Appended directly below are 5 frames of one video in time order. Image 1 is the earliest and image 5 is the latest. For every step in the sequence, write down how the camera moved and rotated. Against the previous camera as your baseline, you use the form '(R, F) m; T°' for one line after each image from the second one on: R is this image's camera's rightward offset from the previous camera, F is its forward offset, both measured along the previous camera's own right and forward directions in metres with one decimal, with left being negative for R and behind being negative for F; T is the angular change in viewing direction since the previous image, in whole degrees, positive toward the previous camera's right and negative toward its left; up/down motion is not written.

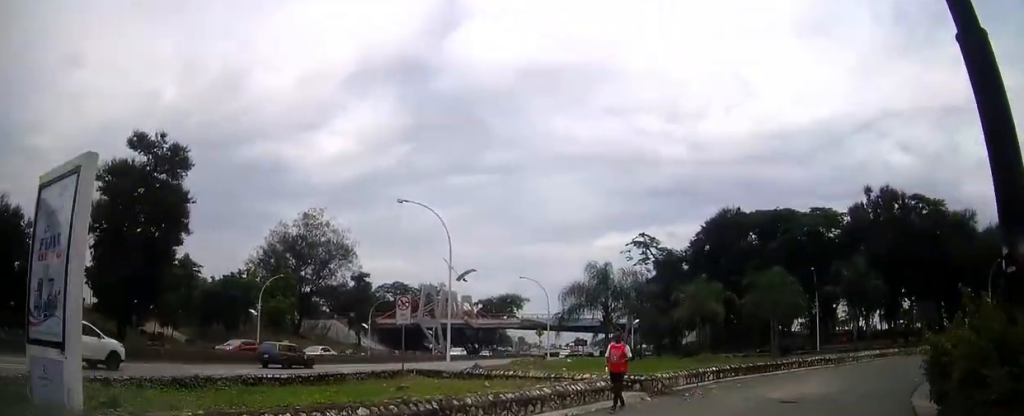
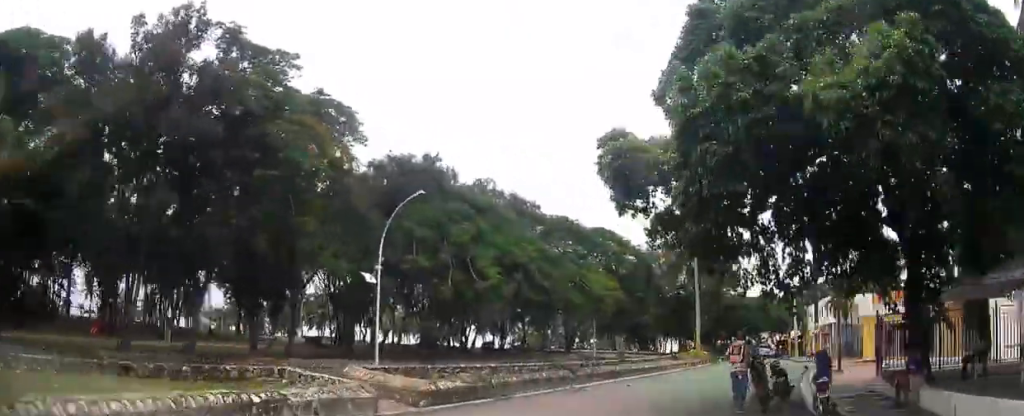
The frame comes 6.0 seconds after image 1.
(+24.2, +39.1) m; +62°
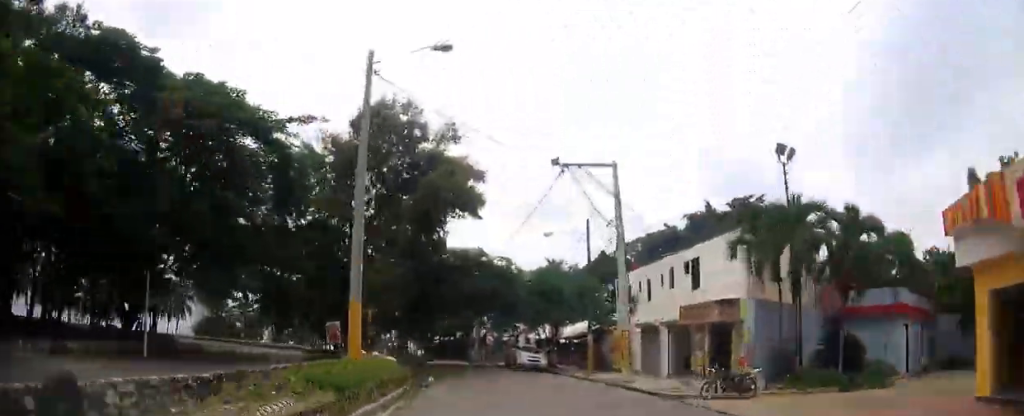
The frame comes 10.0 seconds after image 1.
(+11.7, +22.2) m; +20°
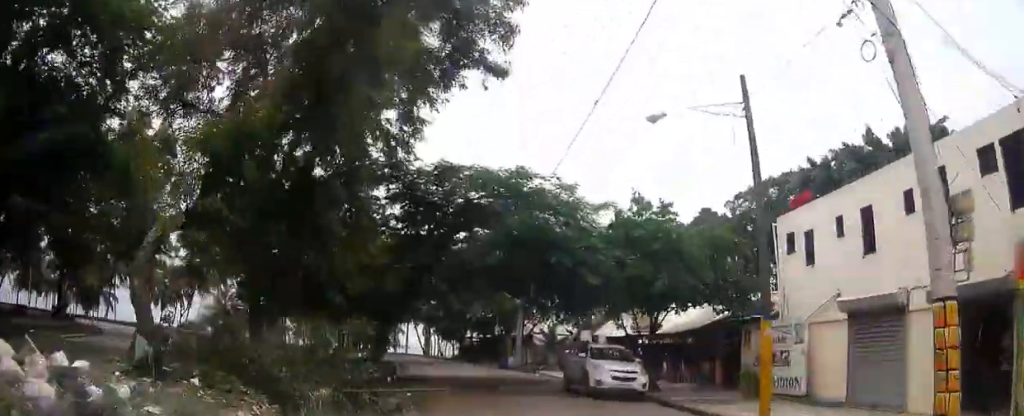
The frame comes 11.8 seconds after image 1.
(-4.5, +17.6) m; -14°
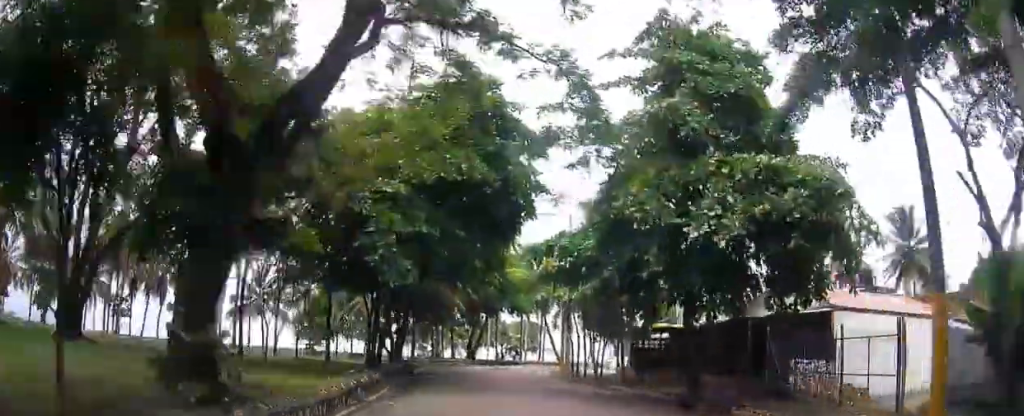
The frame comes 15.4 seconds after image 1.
(-1.9, +35.1) m; -8°
